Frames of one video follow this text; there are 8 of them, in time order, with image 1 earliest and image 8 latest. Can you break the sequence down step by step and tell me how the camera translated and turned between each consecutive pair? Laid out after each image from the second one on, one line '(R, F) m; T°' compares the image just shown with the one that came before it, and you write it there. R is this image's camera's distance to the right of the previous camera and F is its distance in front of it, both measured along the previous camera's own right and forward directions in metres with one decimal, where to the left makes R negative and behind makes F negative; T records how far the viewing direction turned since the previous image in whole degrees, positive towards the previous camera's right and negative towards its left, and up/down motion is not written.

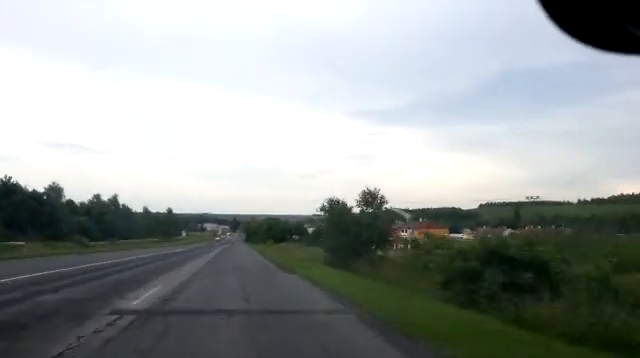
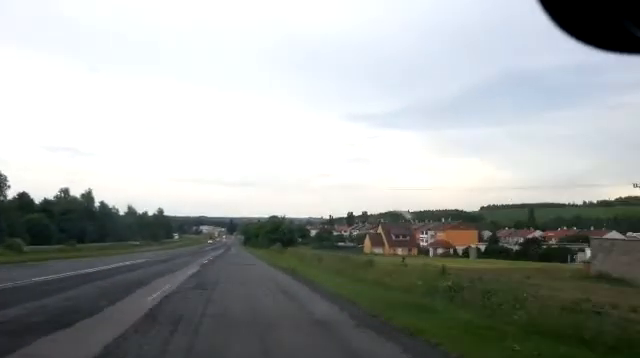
(-0.2, +24.9) m; -1°
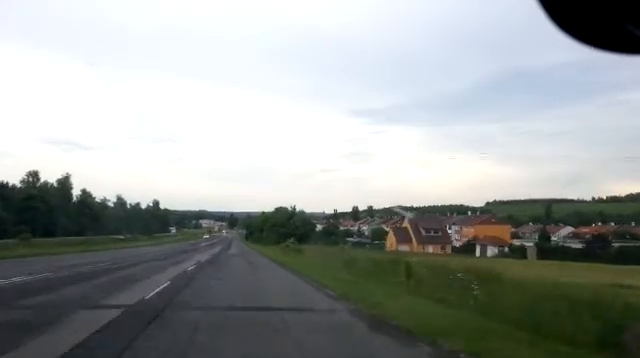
(-0.2, +18.8) m; 0°
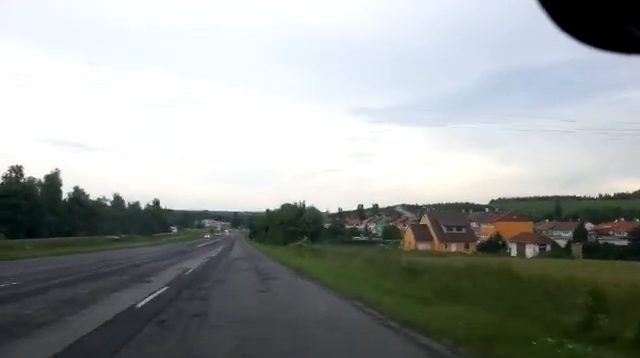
(+0.1, +9.4) m; 0°
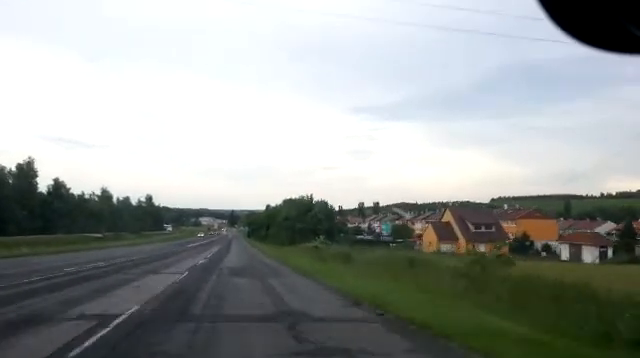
(0.0, +11.4) m; 0°
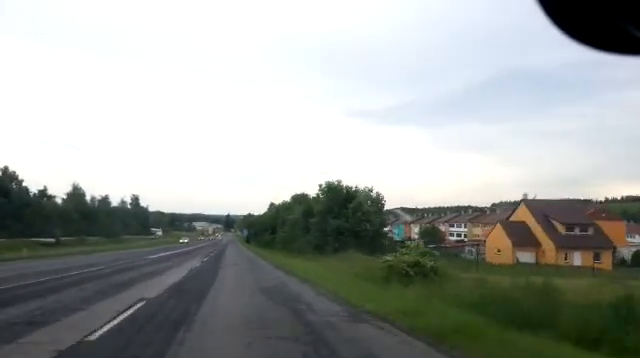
(-0.1, +23.4) m; 0°
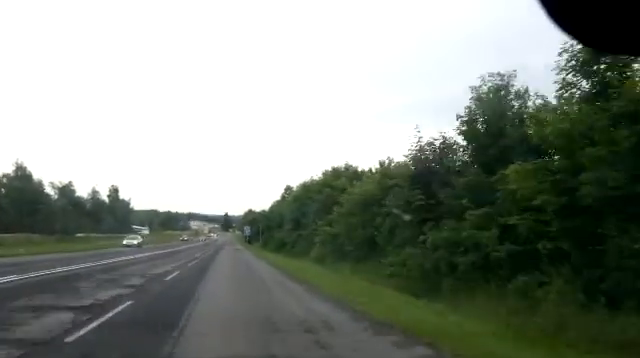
(+0.3, +32.8) m; +1°
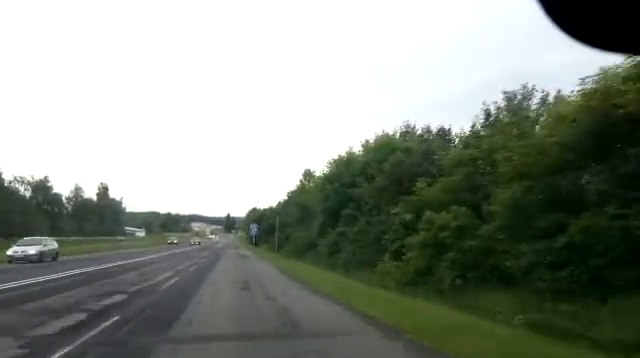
(0.0, +17.6) m; 0°
